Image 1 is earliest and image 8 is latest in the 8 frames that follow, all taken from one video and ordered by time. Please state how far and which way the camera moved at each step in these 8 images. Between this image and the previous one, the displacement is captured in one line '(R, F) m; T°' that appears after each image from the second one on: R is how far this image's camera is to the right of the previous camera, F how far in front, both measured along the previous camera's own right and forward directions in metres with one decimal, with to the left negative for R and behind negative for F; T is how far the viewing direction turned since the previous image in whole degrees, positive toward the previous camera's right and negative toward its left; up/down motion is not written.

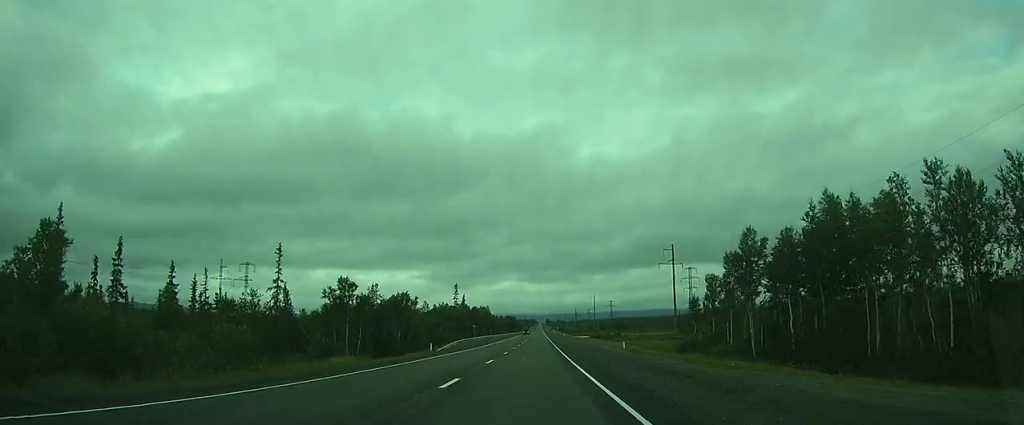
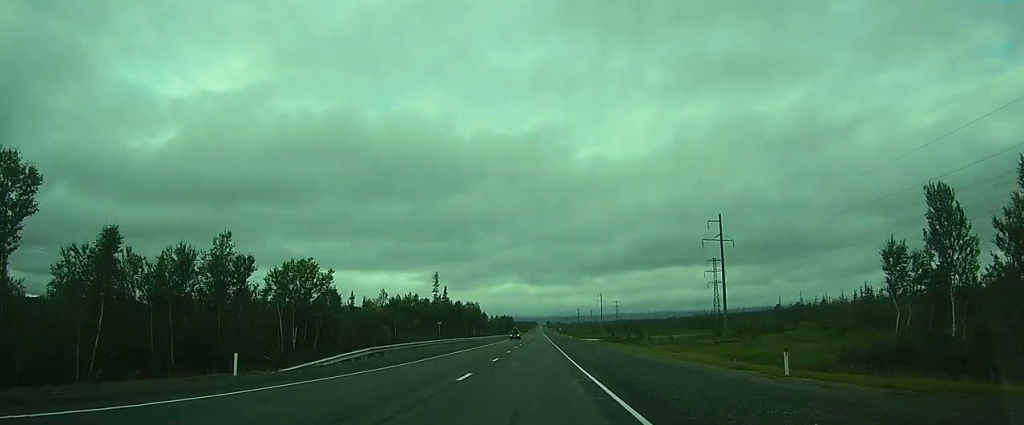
(-0.3, +32.9) m; -1°
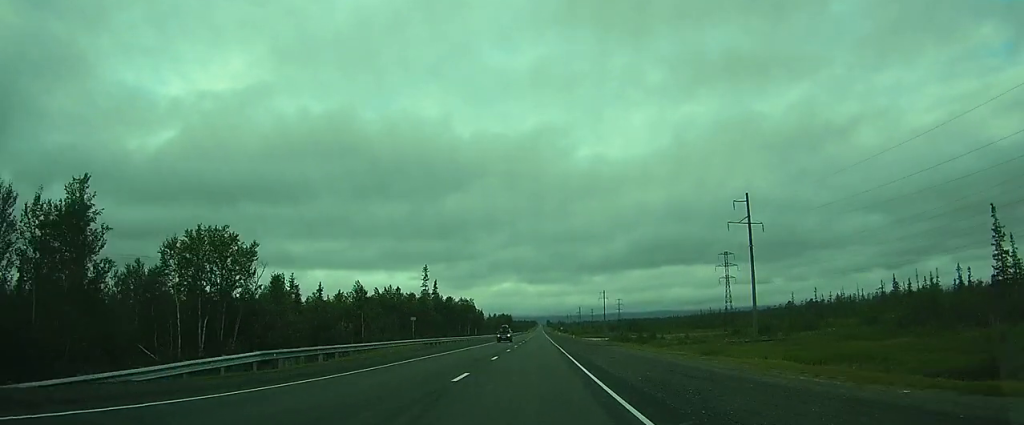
(0.0, +13.0) m; 0°
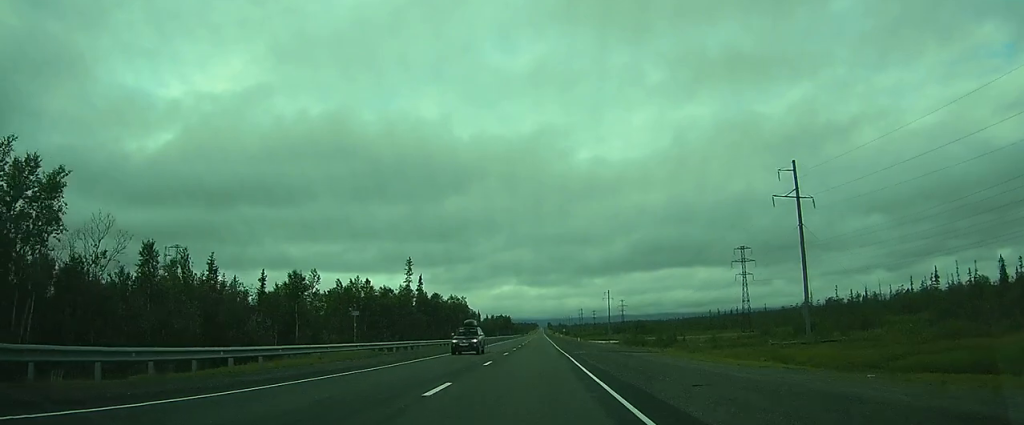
(0.0, +16.1) m; 0°
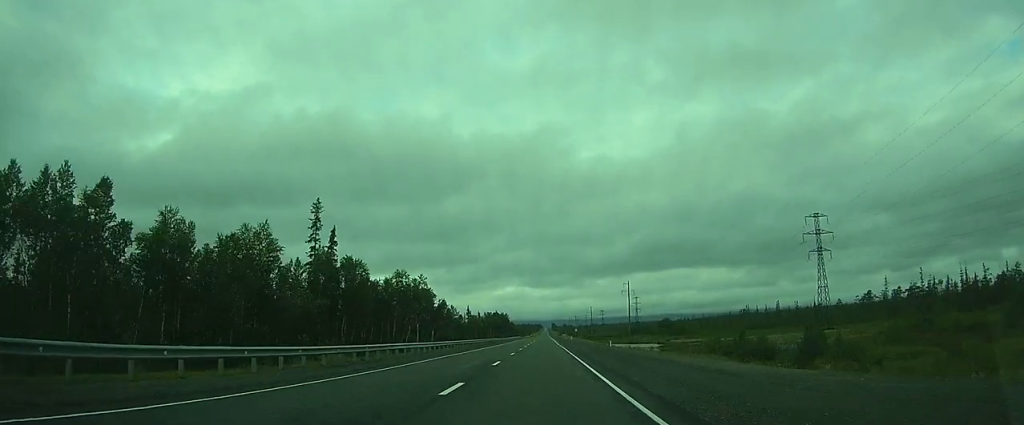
(+0.2, +48.5) m; 0°
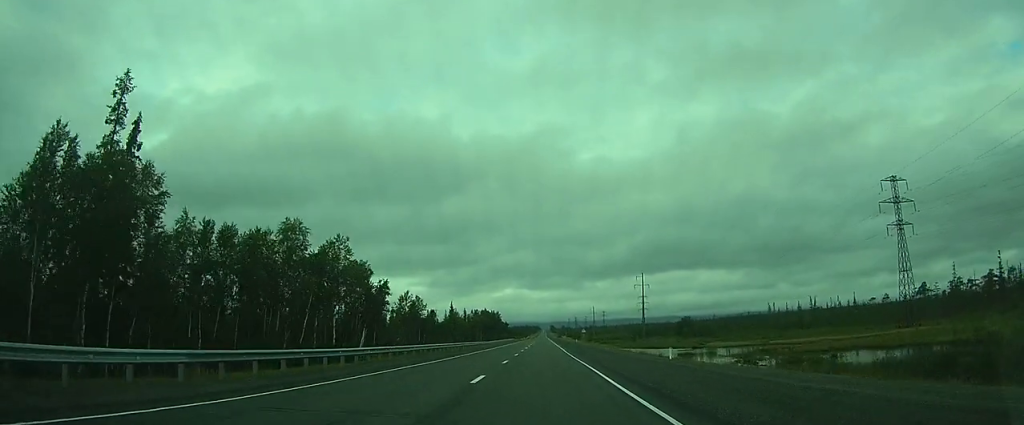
(0.0, +32.9) m; 0°
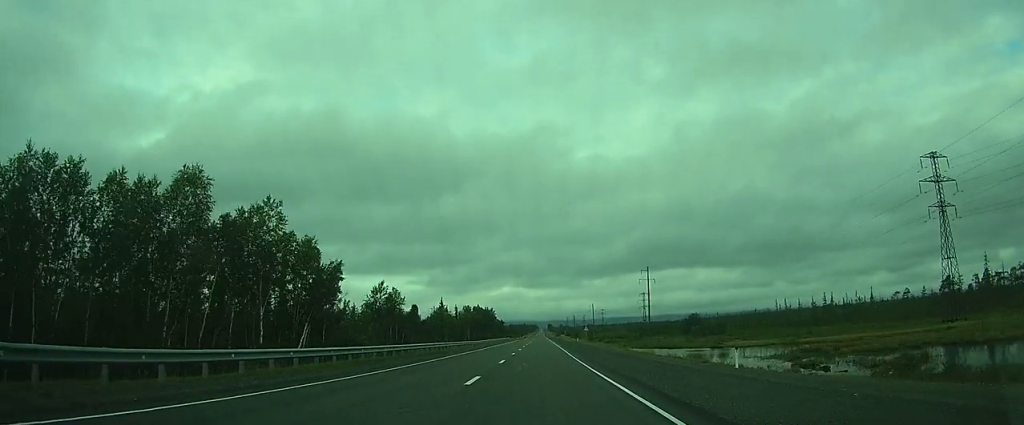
(0.0, +13.0) m; 0°
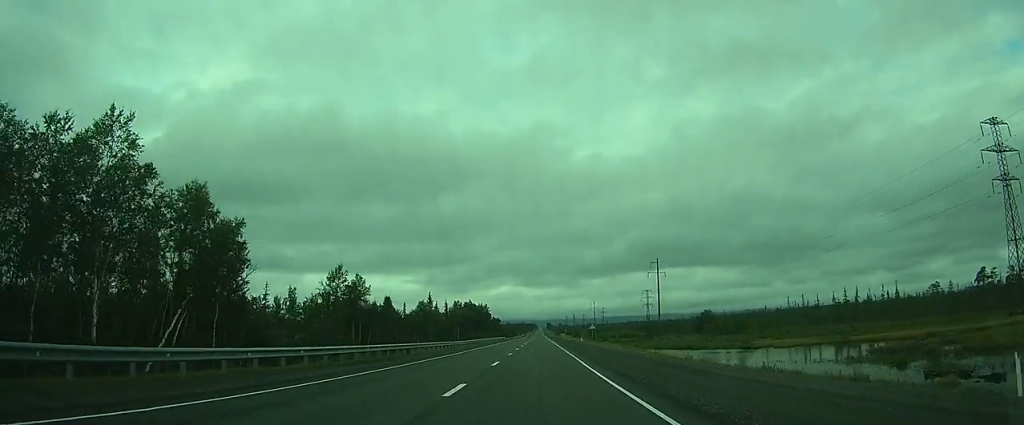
(0.0, +15.3) m; 0°
